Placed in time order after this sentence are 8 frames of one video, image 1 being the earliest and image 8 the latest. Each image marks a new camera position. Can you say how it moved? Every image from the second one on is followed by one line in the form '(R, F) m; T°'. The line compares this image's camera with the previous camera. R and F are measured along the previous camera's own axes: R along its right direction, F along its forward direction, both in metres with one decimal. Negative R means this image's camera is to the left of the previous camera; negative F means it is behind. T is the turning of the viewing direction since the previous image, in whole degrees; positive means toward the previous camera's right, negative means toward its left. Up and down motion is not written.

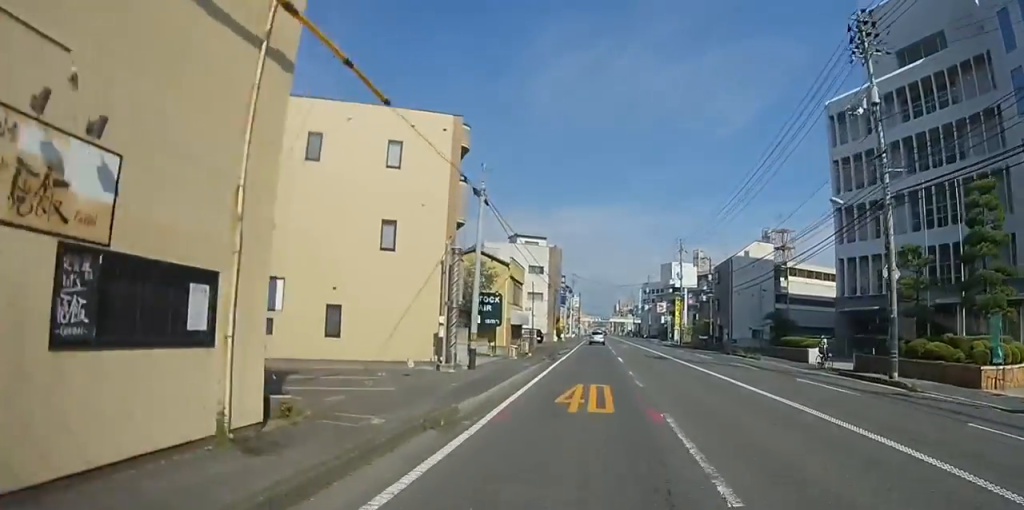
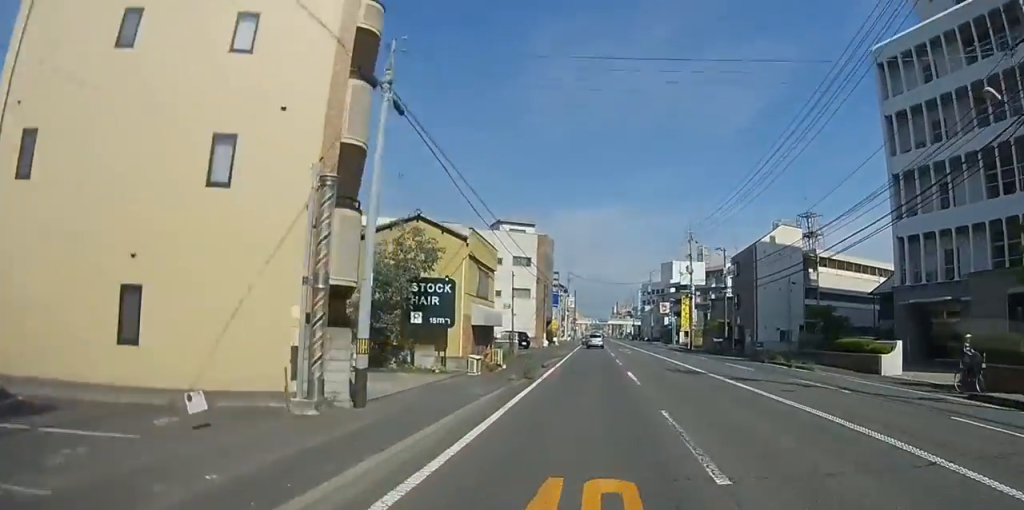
(-0.1, +8.9) m; 0°
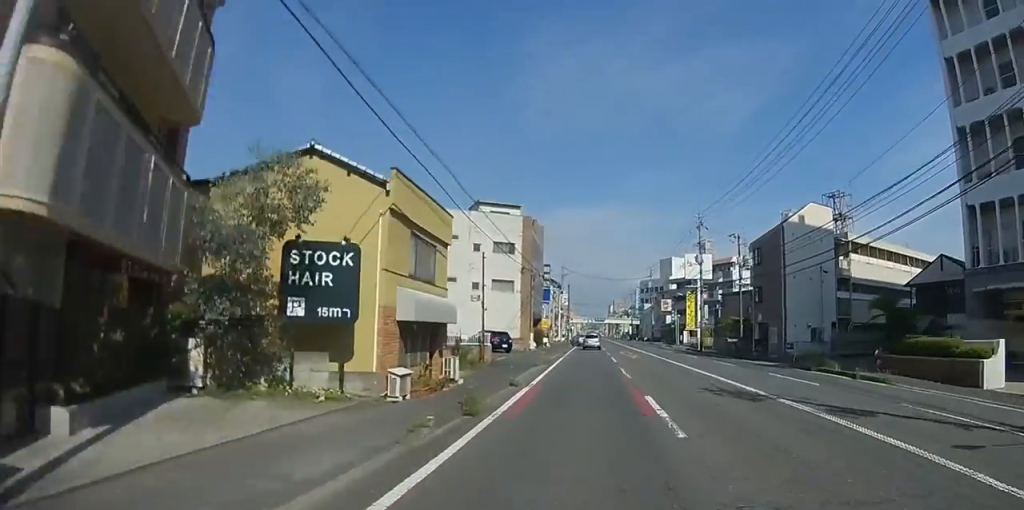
(0.0, +7.8) m; 0°
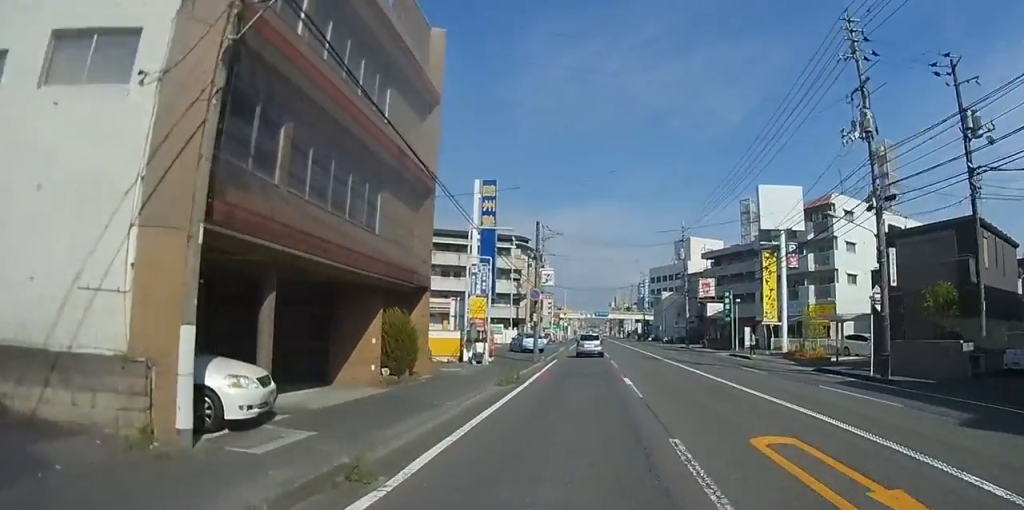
(+0.3, +35.5) m; +1°
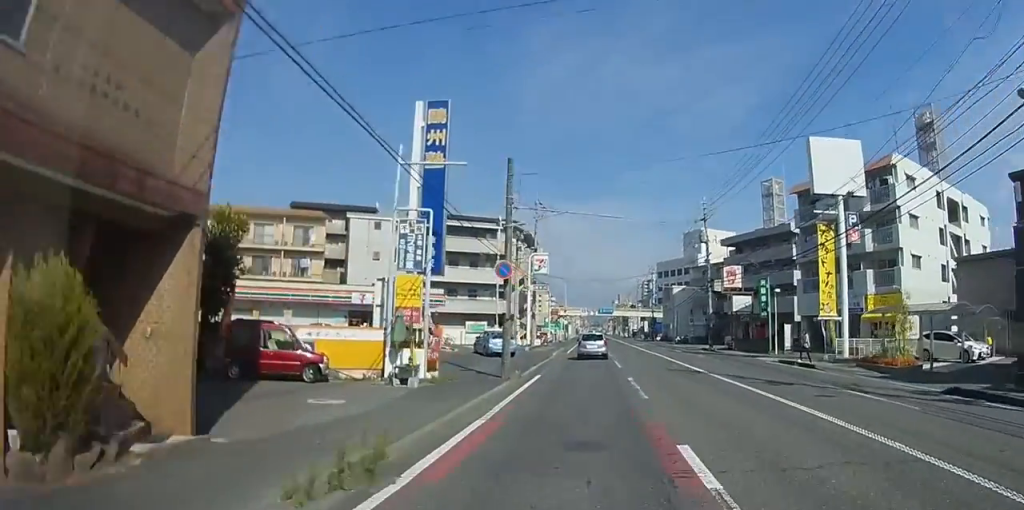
(0.0, +10.9) m; 0°
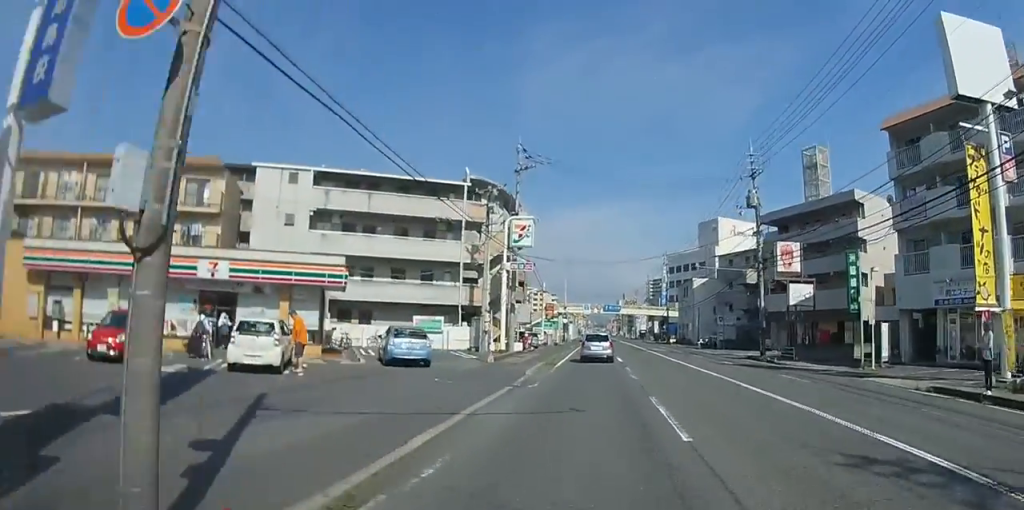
(-0.1, +15.2) m; -1°
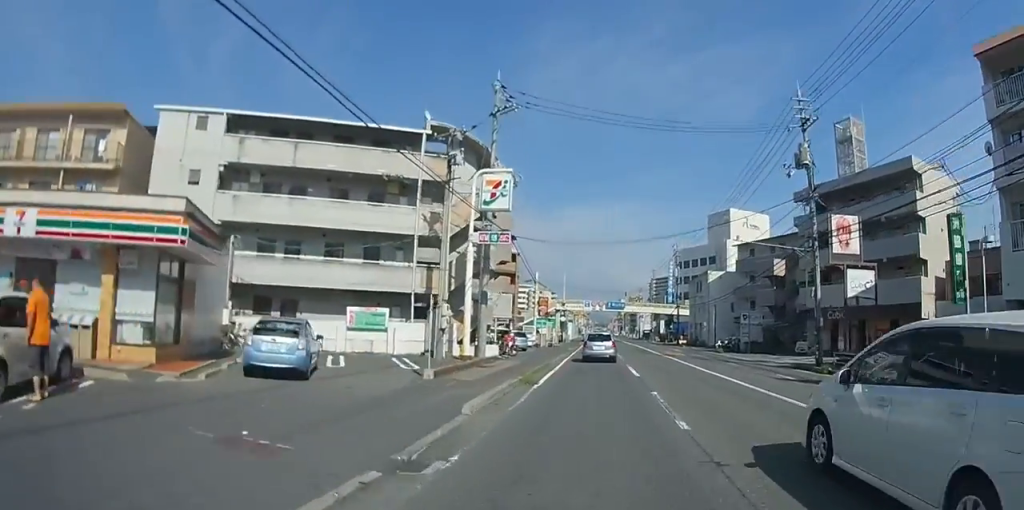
(0.0, +9.2) m; 0°
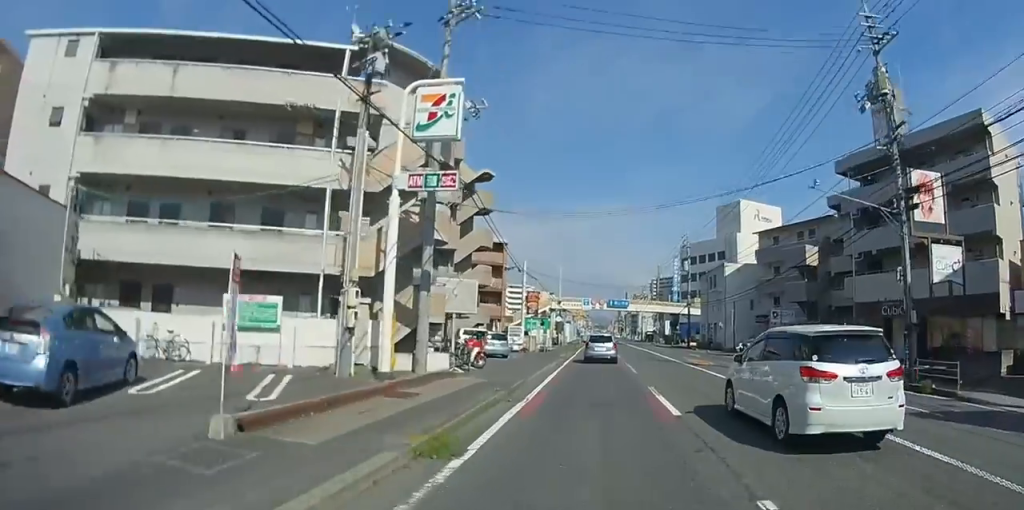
(0.0, +8.7) m; 0°
